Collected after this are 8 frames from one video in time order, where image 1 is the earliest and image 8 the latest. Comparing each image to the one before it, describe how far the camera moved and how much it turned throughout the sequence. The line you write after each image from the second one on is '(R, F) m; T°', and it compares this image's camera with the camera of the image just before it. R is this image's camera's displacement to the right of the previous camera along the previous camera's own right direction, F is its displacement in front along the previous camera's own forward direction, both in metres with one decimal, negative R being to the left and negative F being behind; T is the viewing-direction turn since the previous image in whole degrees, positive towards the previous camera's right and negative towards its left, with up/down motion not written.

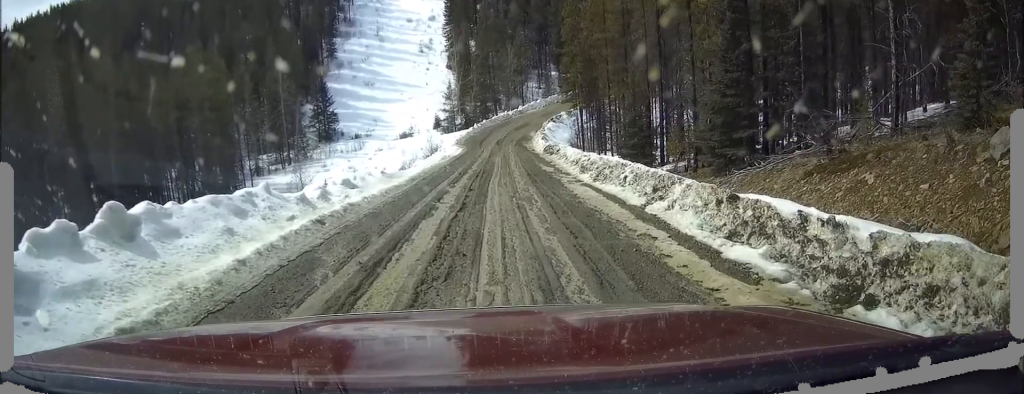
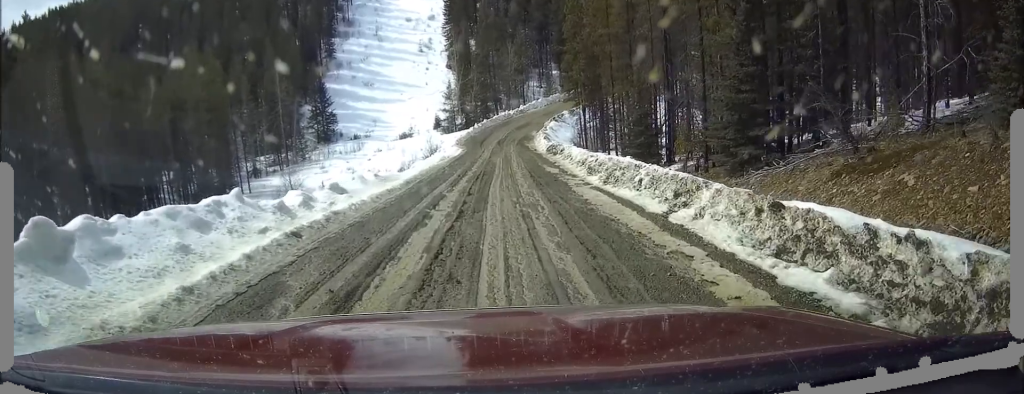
(0.0, +1.4) m; 0°
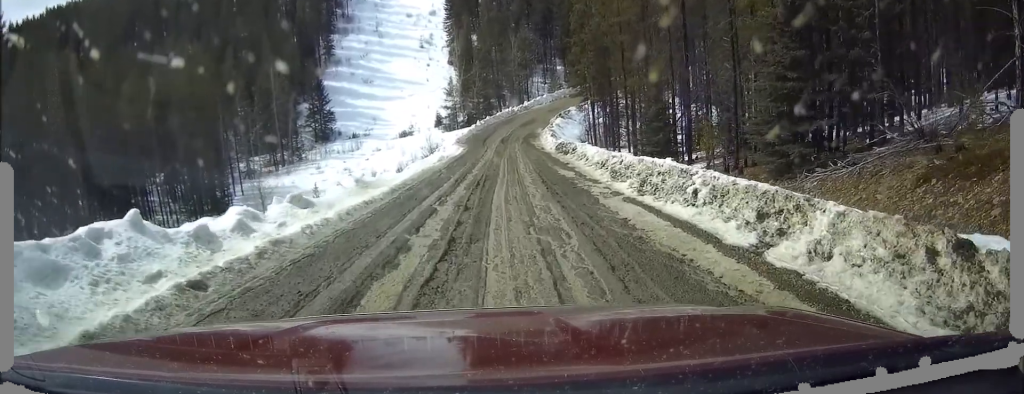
(0.0, +3.3) m; -1°
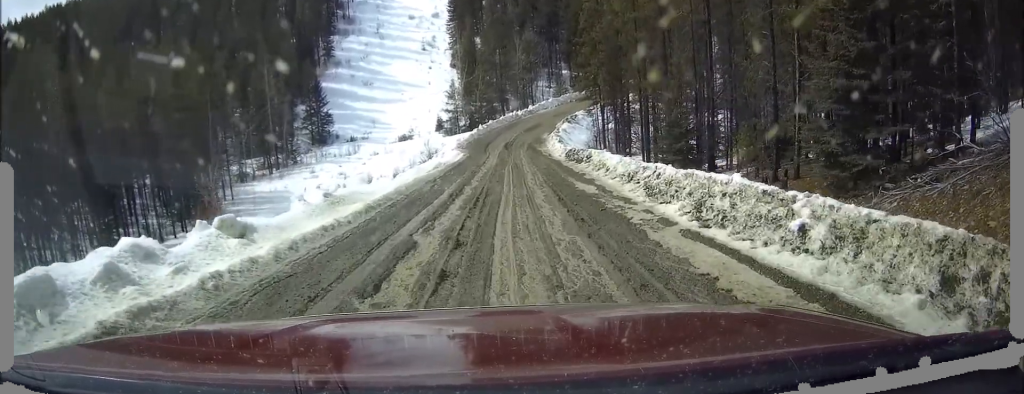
(0.0, +3.6) m; 0°
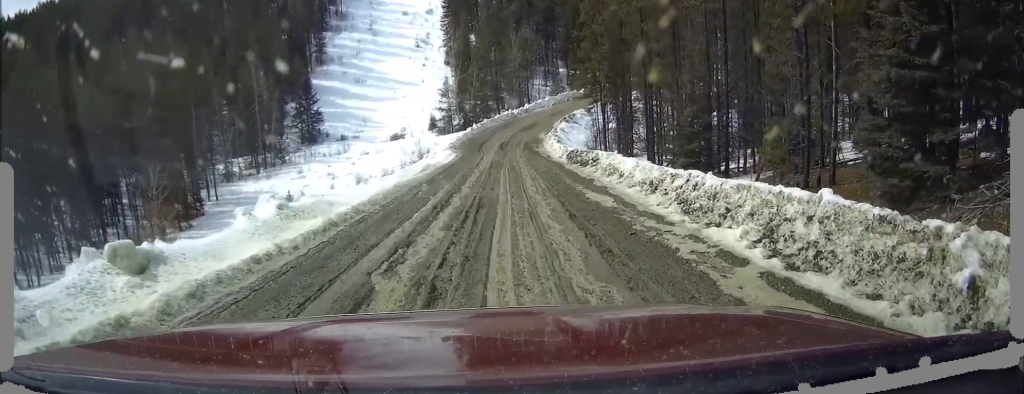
(0.0, +3.0) m; +1°
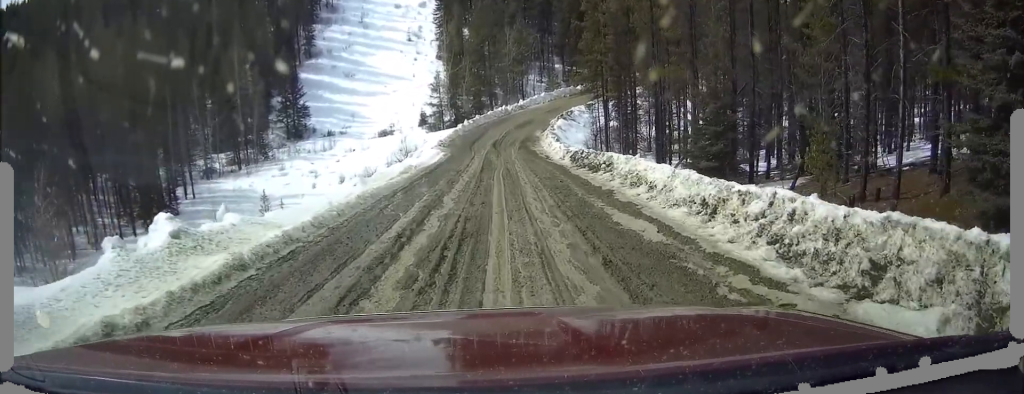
(+0.1, +4.3) m; +4°
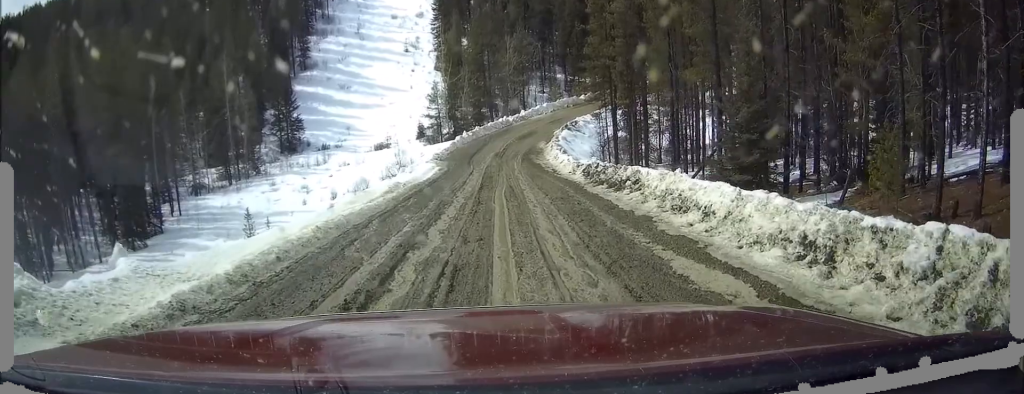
(+0.1, +4.0) m; +2°
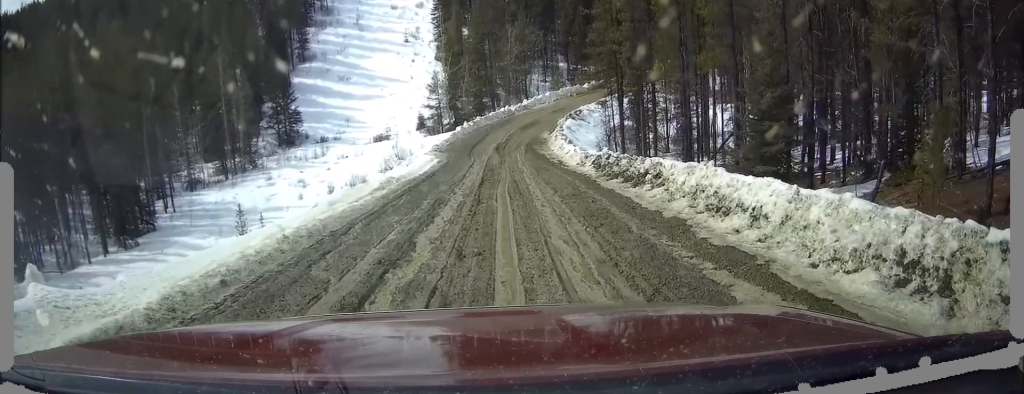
(+0.1, +1.9) m; -1°
